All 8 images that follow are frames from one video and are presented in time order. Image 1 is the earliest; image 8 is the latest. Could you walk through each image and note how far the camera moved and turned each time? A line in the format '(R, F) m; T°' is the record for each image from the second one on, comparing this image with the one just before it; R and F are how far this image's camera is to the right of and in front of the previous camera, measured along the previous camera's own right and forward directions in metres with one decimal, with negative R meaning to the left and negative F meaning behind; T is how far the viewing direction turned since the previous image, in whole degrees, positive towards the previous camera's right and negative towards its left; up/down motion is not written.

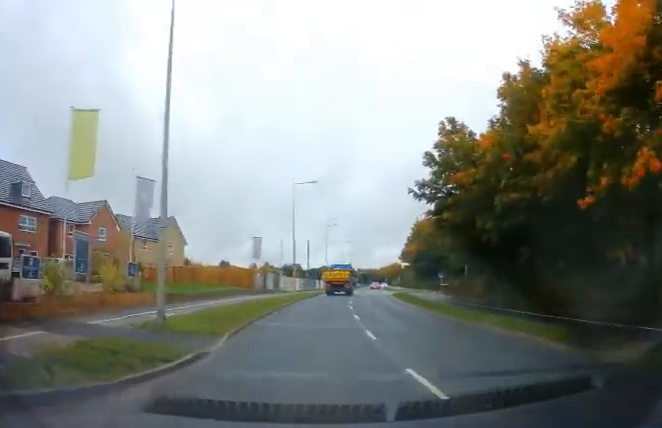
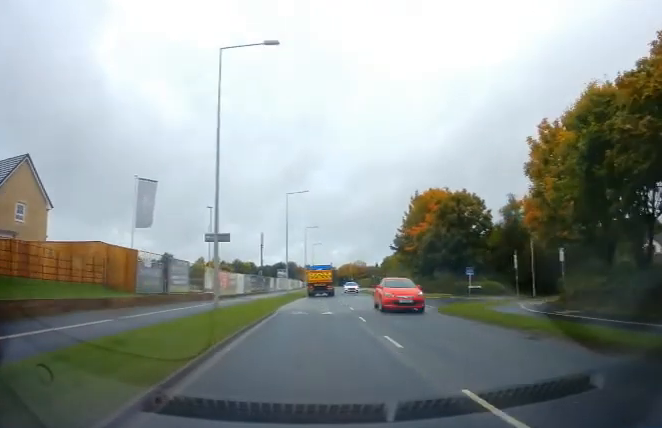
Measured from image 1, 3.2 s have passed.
(+1.7, +25.3) m; +5°
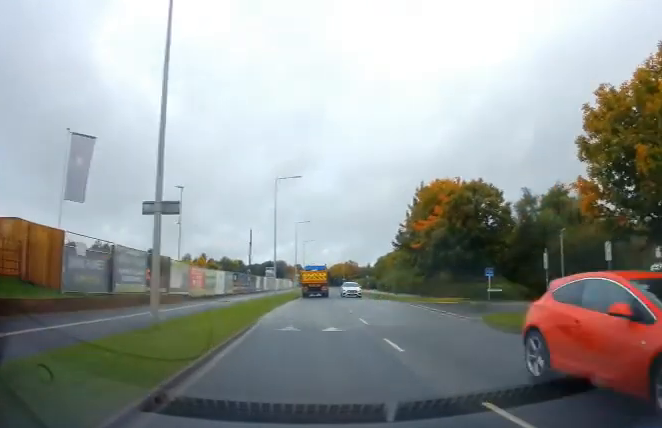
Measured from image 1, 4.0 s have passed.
(0.0, +6.6) m; +1°
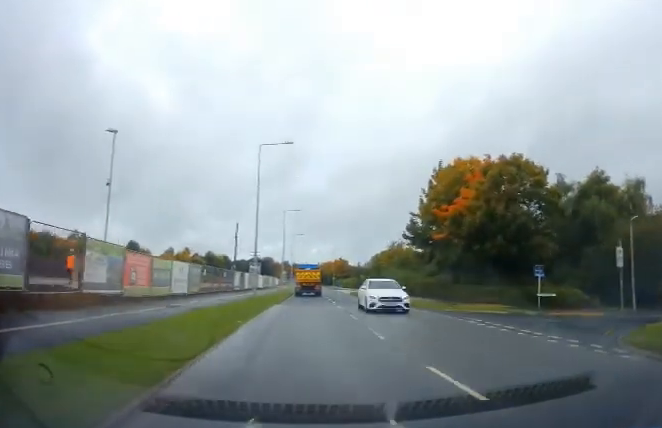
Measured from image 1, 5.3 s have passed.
(+0.2, +9.5) m; +3°
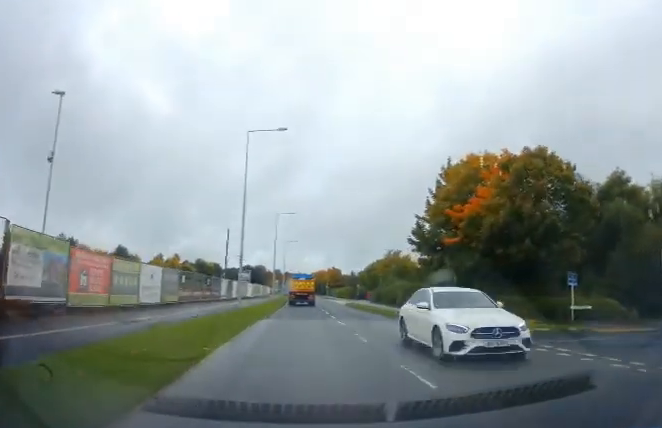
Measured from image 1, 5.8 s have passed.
(+0.1, +4.3) m; 0°
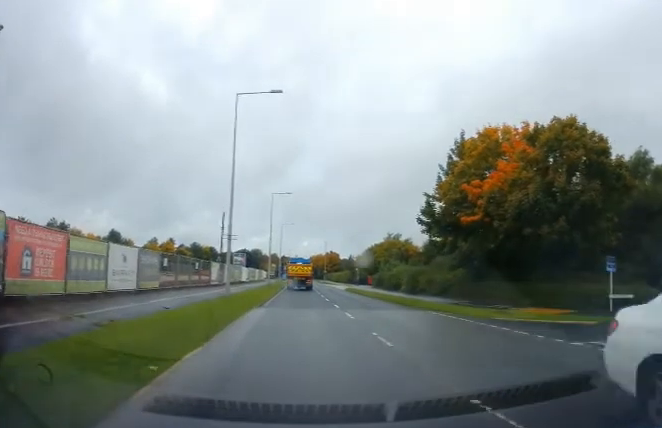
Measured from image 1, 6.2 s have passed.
(+0.1, +3.4) m; -1°
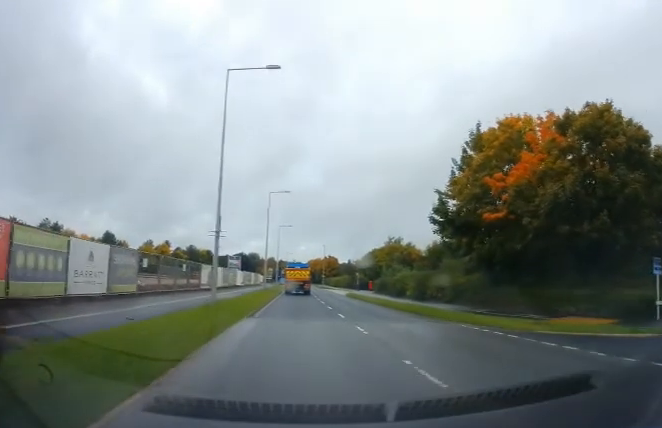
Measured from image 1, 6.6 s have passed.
(0.0, +3.4) m; 0°
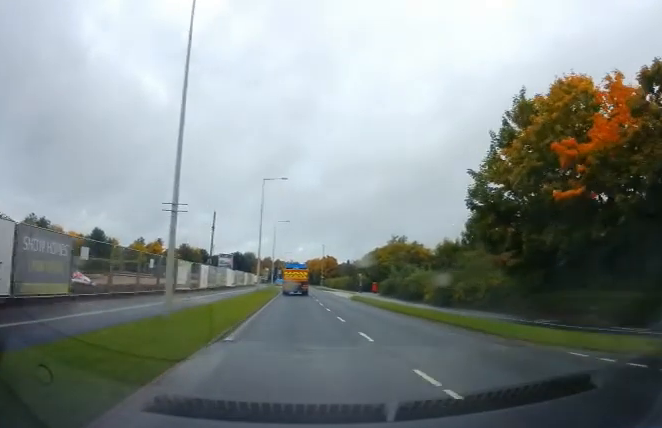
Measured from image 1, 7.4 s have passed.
(-0.3, +6.6) m; 0°
